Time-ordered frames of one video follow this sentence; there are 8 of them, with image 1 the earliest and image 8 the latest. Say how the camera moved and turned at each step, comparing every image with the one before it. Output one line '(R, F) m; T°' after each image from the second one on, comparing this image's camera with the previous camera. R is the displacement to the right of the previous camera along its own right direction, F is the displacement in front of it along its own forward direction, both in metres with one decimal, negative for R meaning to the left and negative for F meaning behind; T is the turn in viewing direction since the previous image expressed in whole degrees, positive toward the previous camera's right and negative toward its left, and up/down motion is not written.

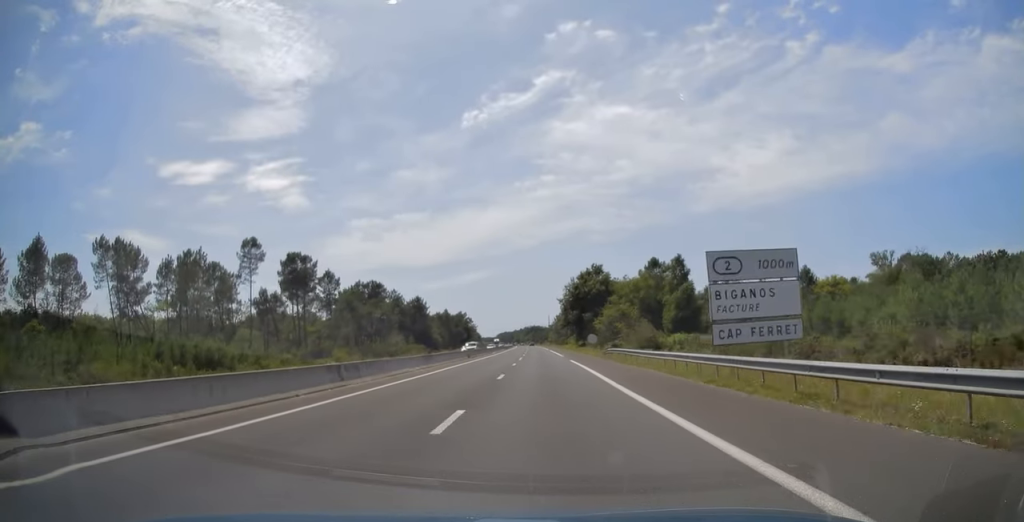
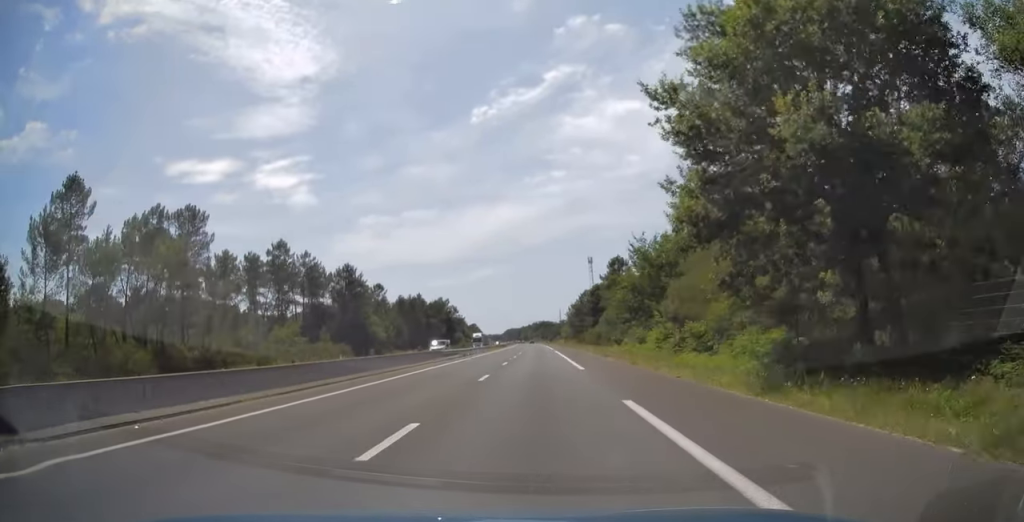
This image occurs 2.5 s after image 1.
(-0.5, +80.3) m; -1°
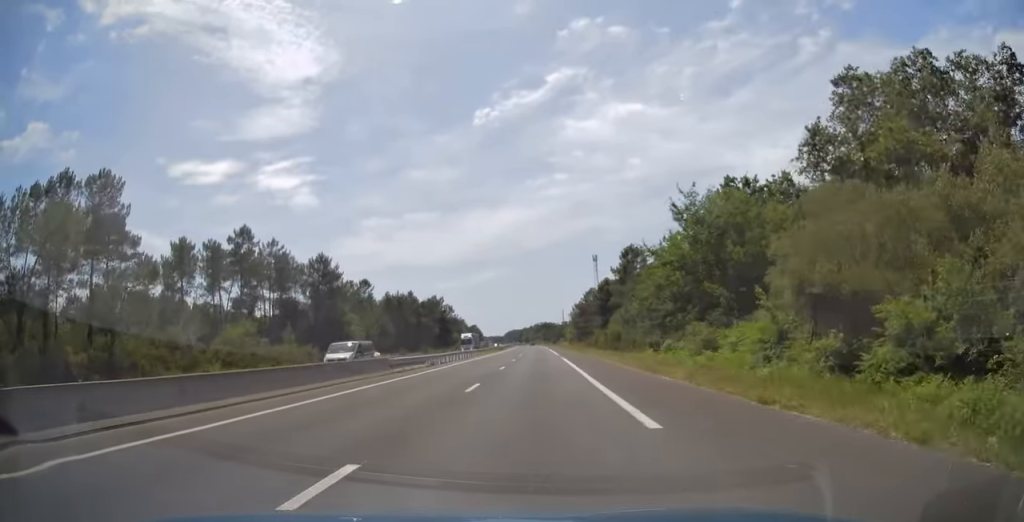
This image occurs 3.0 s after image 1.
(-0.3, +16.1) m; 0°
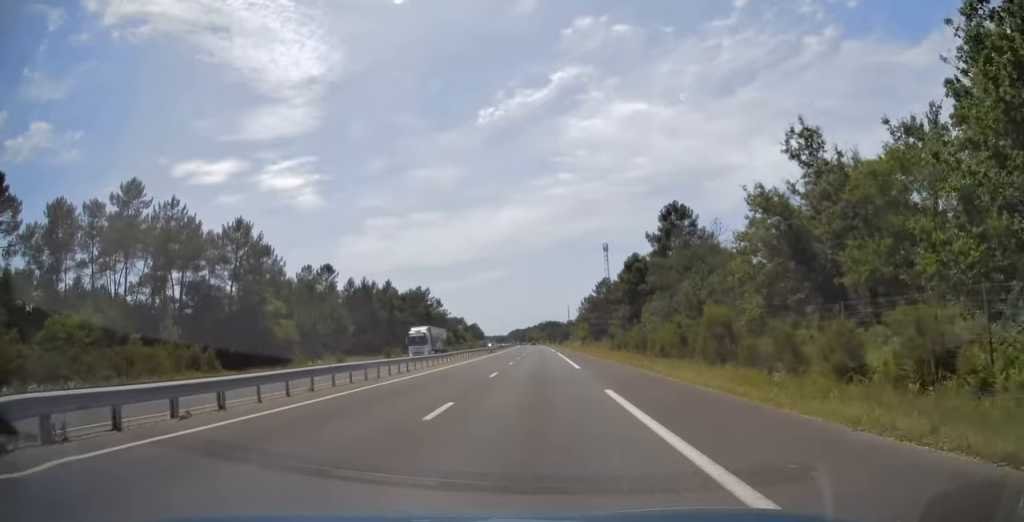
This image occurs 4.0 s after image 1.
(+0.3, +32.1) m; +1°
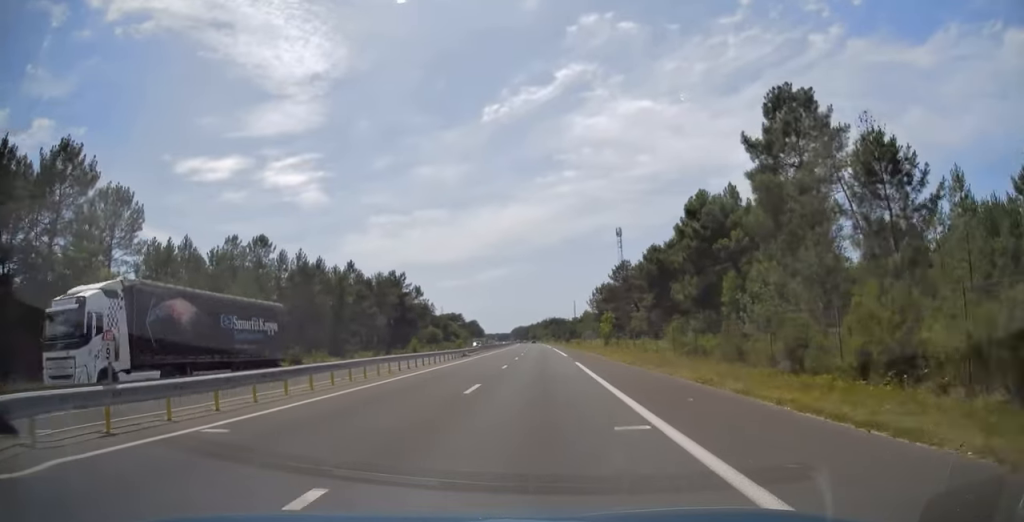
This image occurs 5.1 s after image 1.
(0.0, +34.3) m; -1°
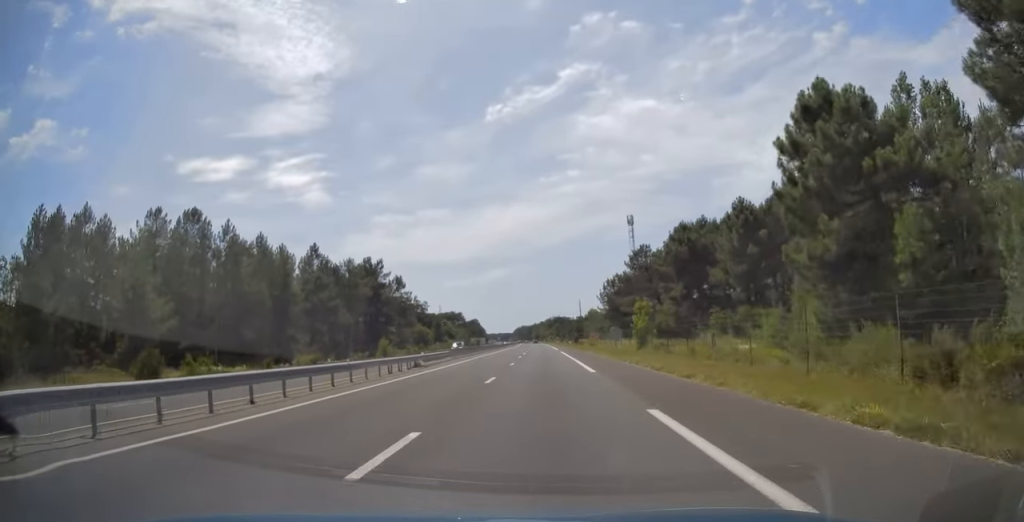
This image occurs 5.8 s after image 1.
(-0.3, +22.5) m; -1°
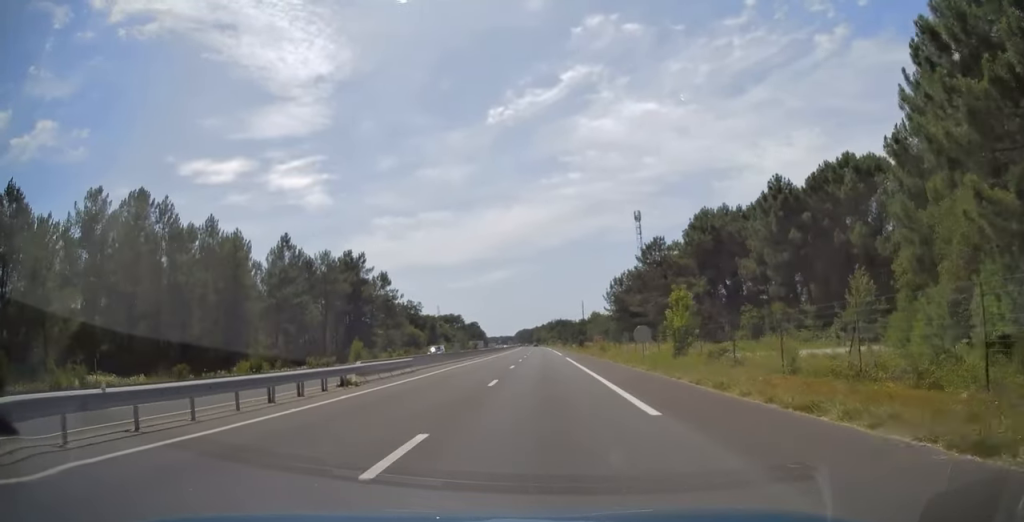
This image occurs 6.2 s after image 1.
(-0.1, +12.8) m; 0°
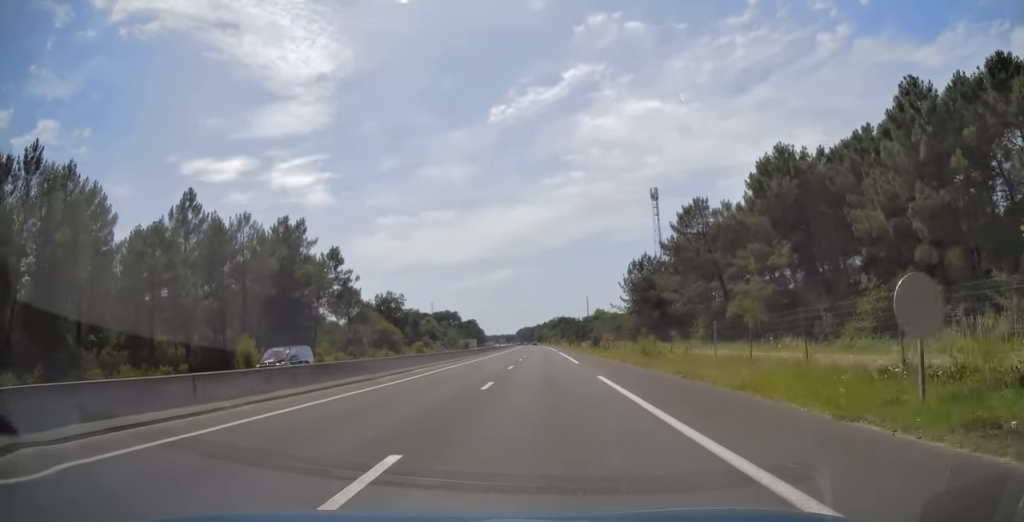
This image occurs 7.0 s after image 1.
(0.0, +27.9) m; 0°
